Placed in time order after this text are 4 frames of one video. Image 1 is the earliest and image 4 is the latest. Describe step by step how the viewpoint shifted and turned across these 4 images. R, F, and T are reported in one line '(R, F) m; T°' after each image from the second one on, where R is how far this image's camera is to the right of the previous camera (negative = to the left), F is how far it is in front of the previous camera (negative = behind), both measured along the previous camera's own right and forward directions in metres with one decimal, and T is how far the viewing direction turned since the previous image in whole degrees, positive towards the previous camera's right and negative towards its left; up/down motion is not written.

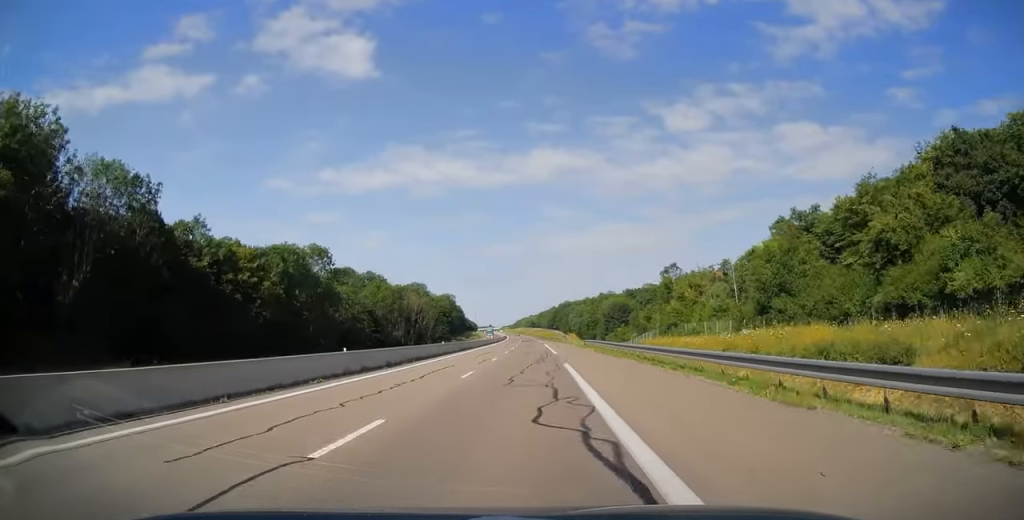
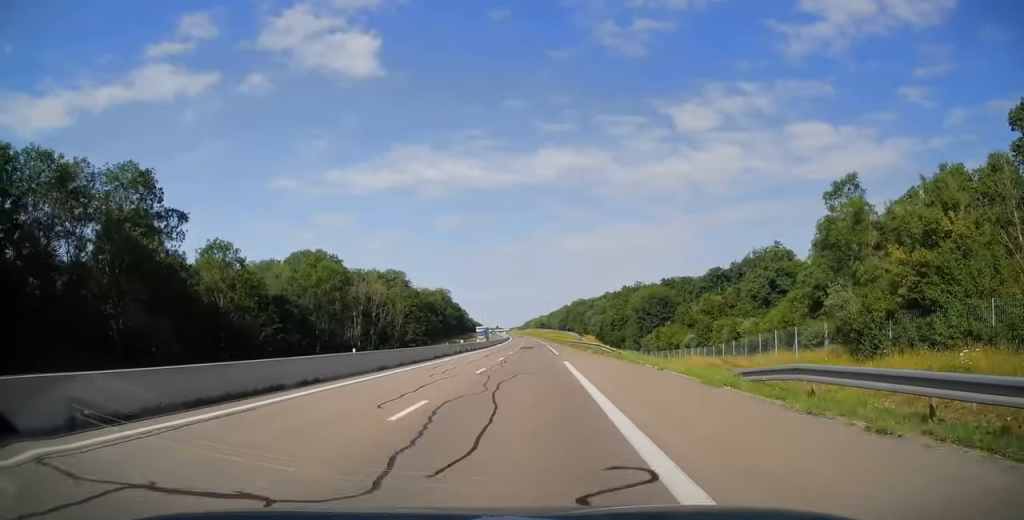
(0.0, +48.5) m; 0°
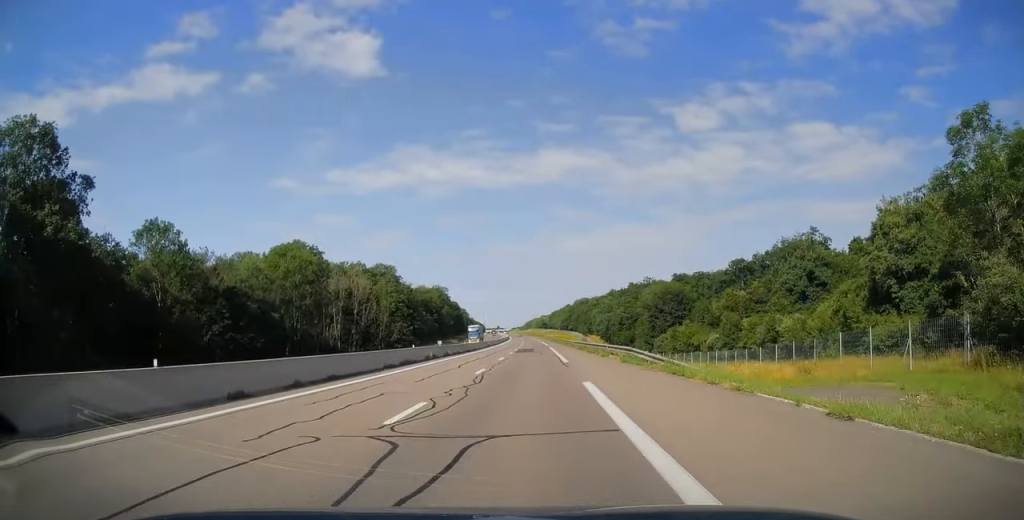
(0.0, +13.3) m; 0°
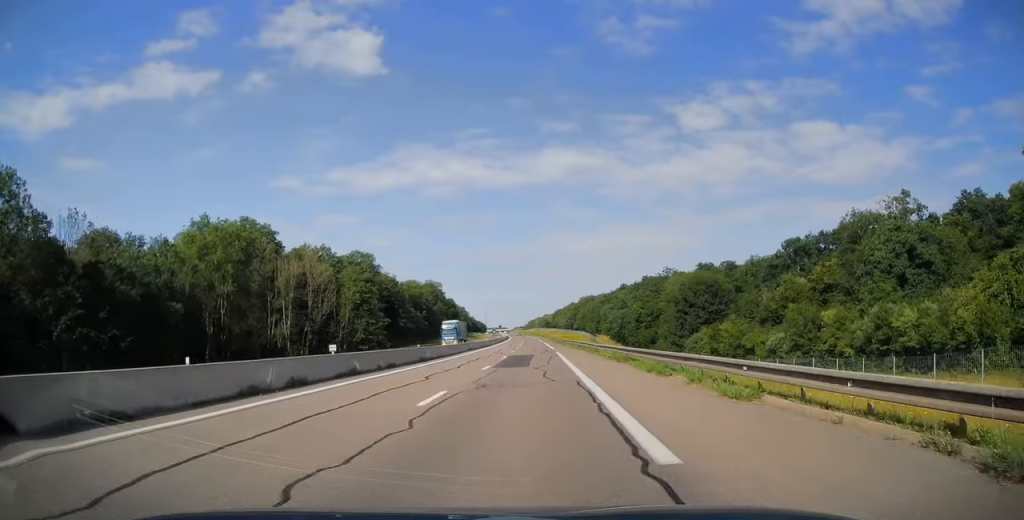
(-0.1, +23.5) m; 0°
